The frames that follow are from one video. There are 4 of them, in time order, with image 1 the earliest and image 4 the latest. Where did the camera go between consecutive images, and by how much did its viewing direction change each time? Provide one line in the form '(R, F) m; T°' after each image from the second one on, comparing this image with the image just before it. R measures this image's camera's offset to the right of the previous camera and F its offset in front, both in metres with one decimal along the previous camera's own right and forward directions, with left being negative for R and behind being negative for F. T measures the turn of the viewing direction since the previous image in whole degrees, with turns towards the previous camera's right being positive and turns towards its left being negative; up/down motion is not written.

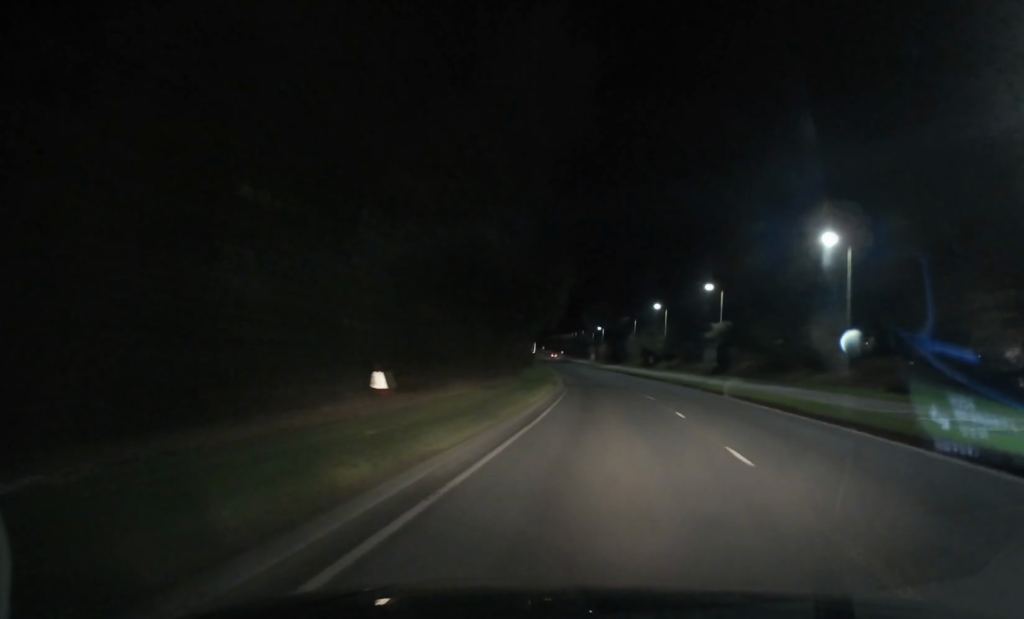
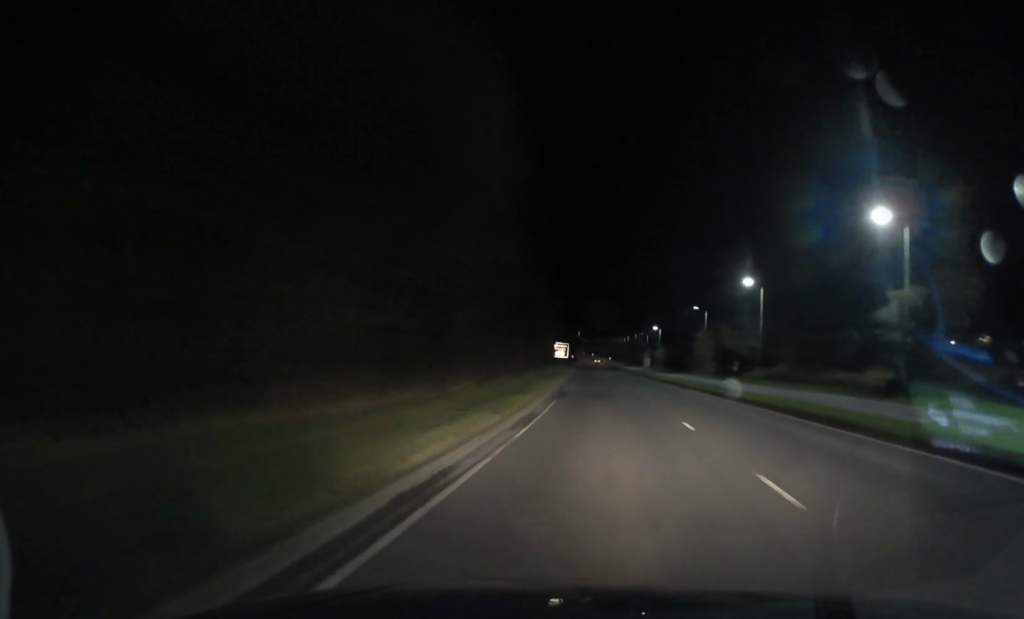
(-1.7, +43.7) m; -4°
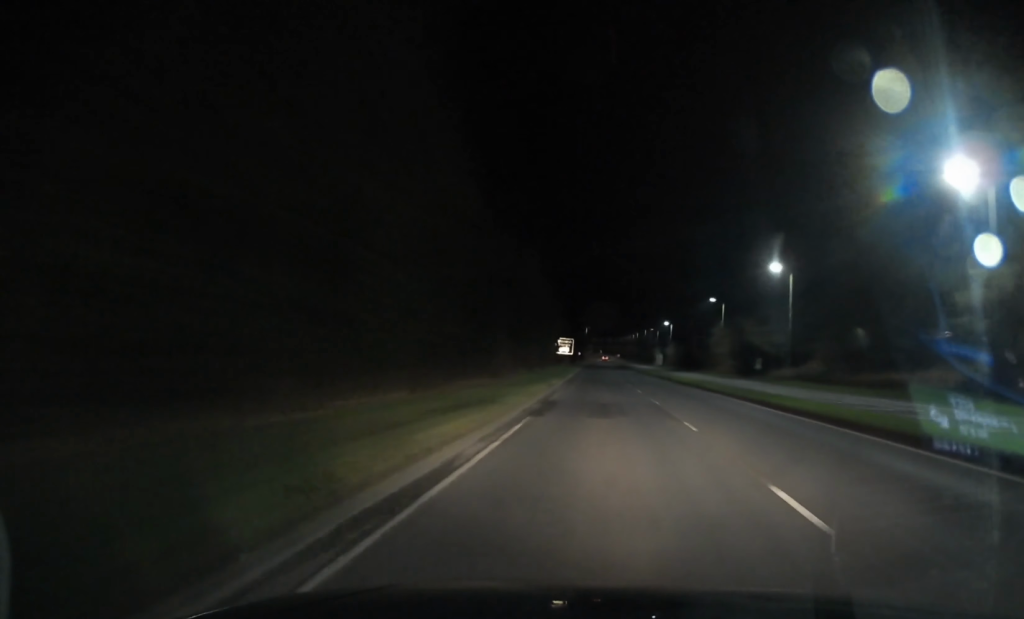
(-0.1, +9.3) m; -1°
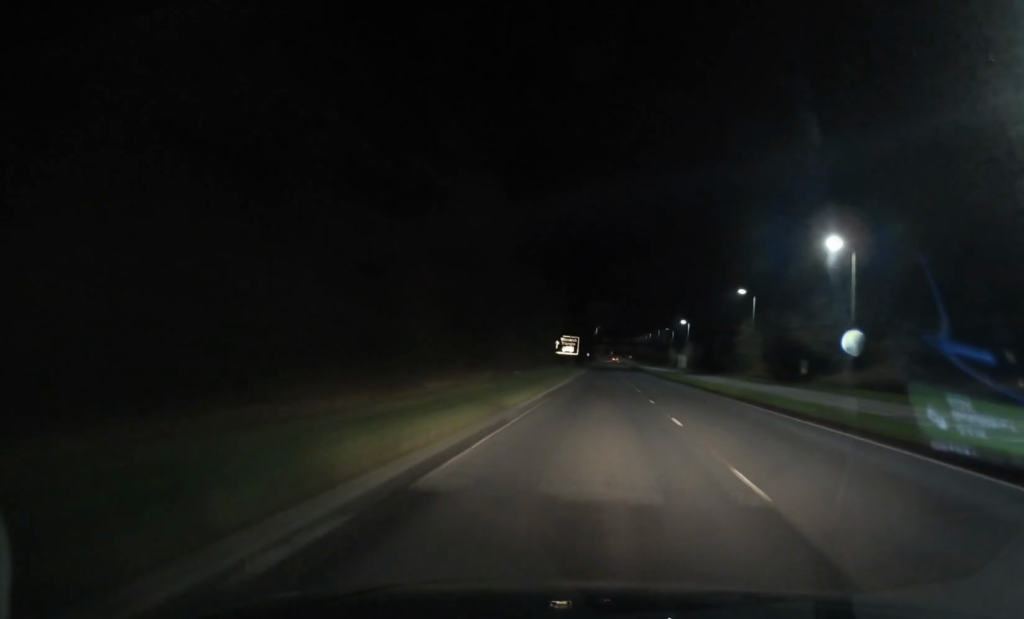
(-0.2, +15.8) m; -2°
